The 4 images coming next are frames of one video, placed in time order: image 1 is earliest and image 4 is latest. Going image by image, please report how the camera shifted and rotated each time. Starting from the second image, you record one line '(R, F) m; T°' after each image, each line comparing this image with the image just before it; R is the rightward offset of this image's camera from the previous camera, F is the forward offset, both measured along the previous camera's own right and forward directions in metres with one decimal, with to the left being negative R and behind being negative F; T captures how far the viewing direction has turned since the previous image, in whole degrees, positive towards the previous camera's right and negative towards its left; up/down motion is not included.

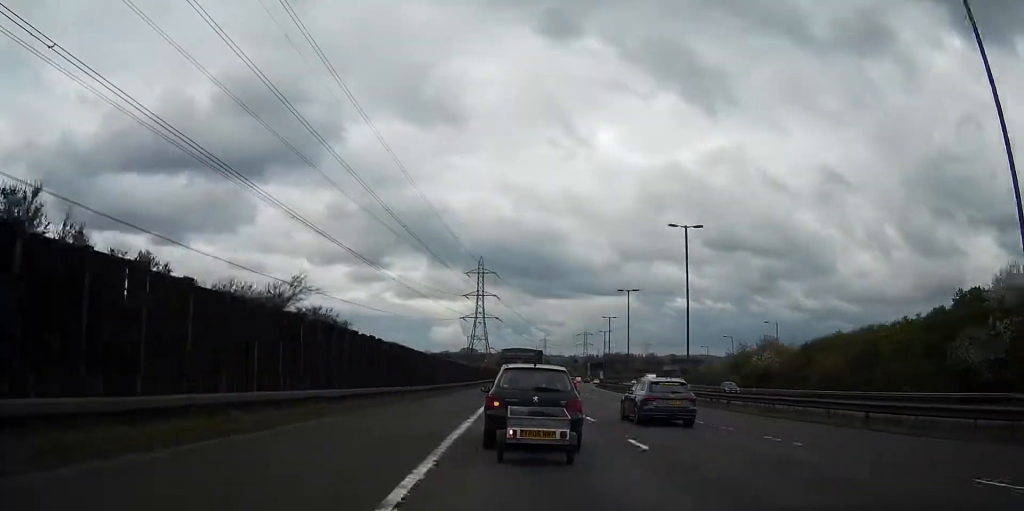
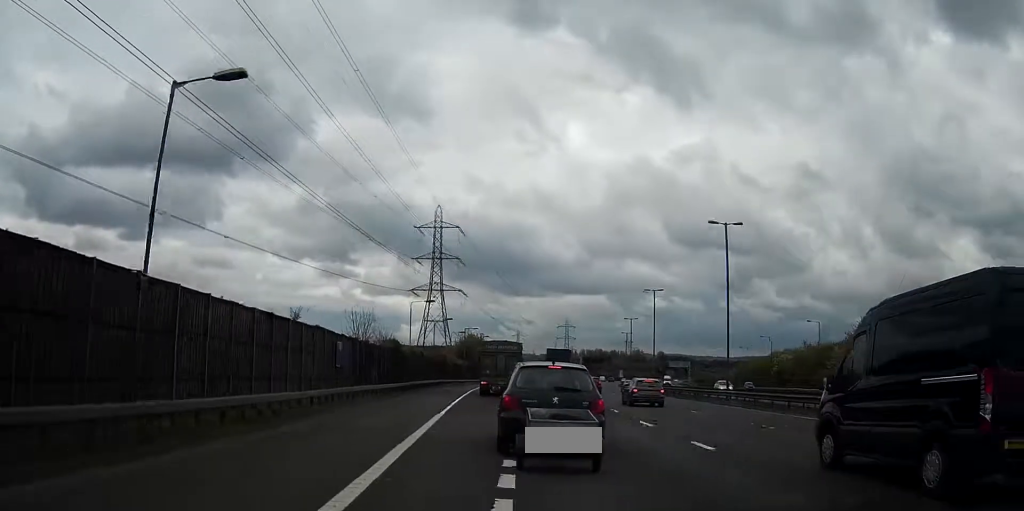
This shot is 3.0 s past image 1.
(+1.4, +77.6) m; +2°
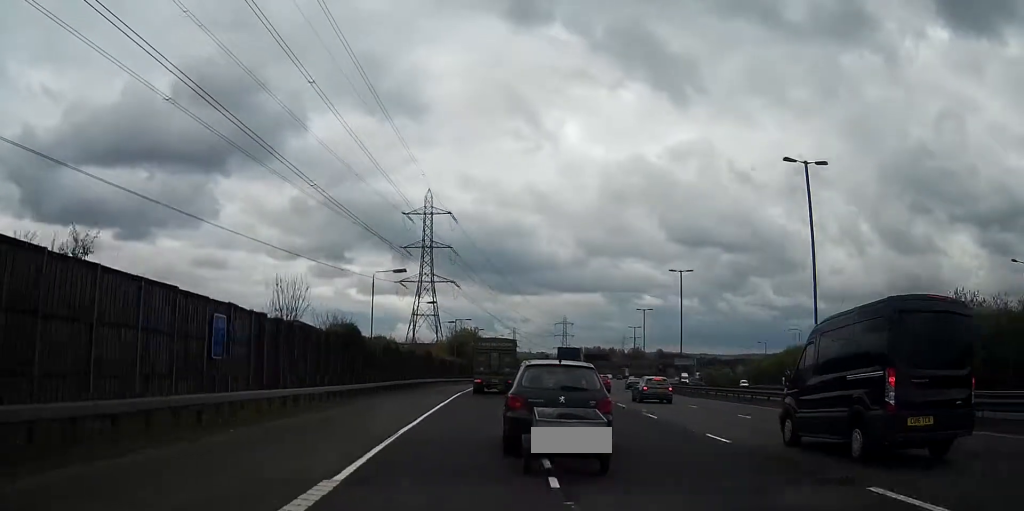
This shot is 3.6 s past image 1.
(+0.1, +15.1) m; 0°
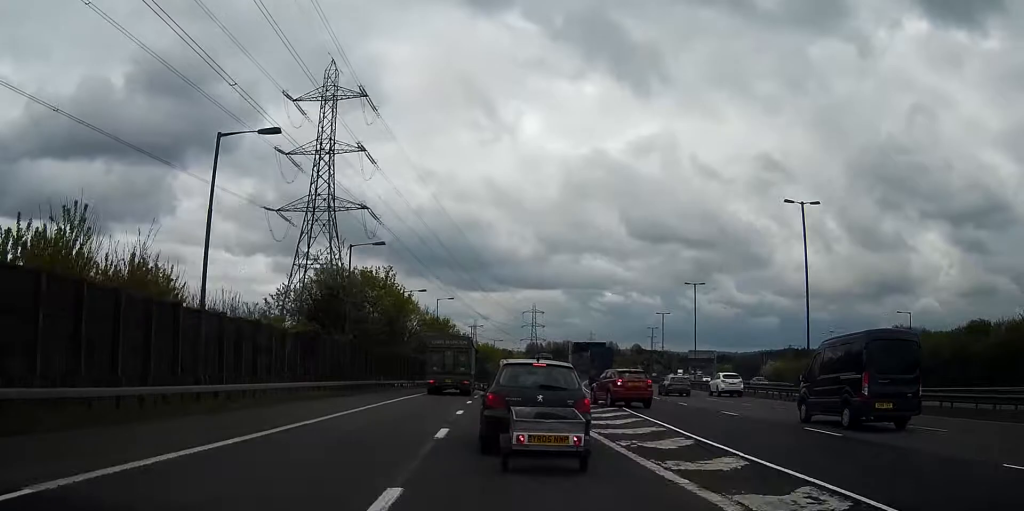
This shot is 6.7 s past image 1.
(+1.5, +74.0) m; +1°
